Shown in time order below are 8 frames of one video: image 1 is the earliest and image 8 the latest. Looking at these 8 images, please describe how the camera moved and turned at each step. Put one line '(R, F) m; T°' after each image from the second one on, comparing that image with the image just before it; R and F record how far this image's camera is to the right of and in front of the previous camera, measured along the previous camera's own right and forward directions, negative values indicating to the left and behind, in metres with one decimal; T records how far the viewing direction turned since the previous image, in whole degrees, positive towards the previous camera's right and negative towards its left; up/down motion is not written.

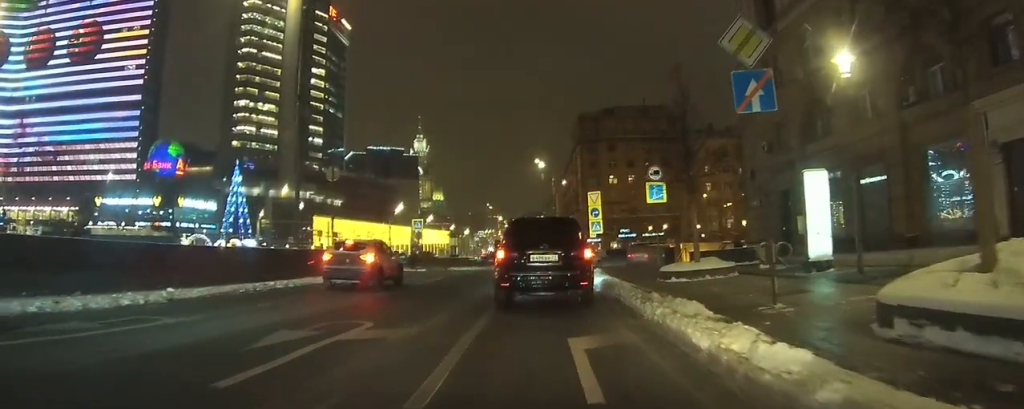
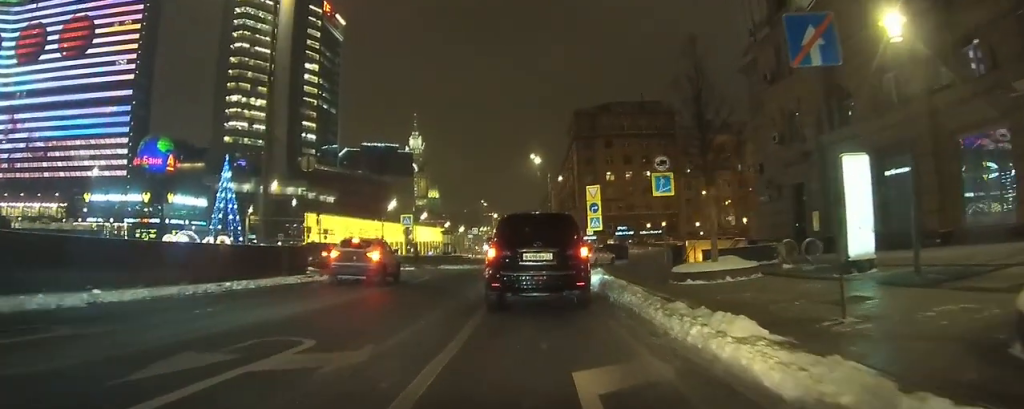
(-0.1, +2.3) m; -3°
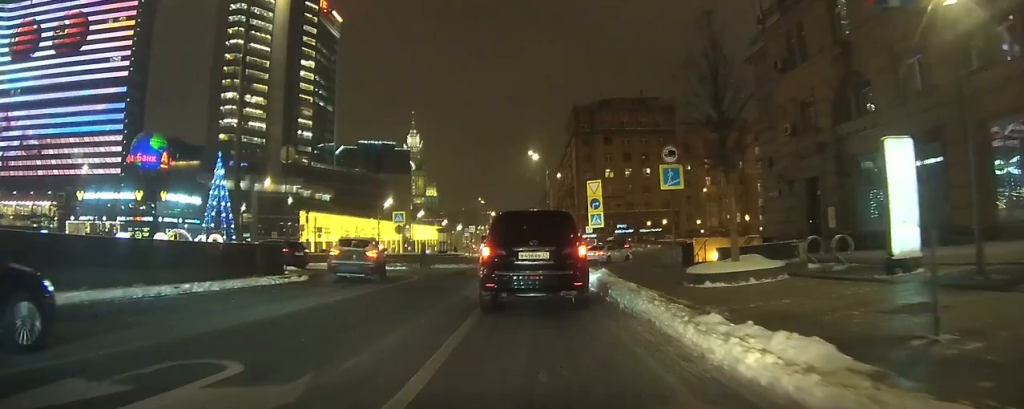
(-0.1, +1.8) m; 0°
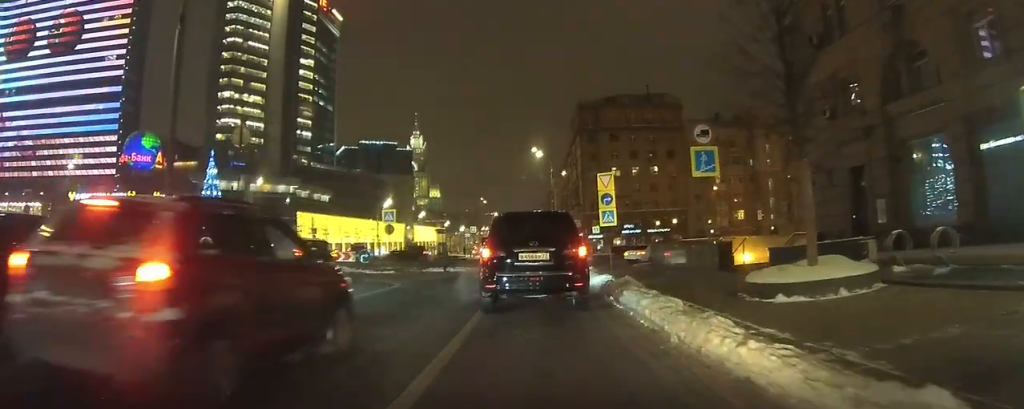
(+0.2, +3.9) m; +3°
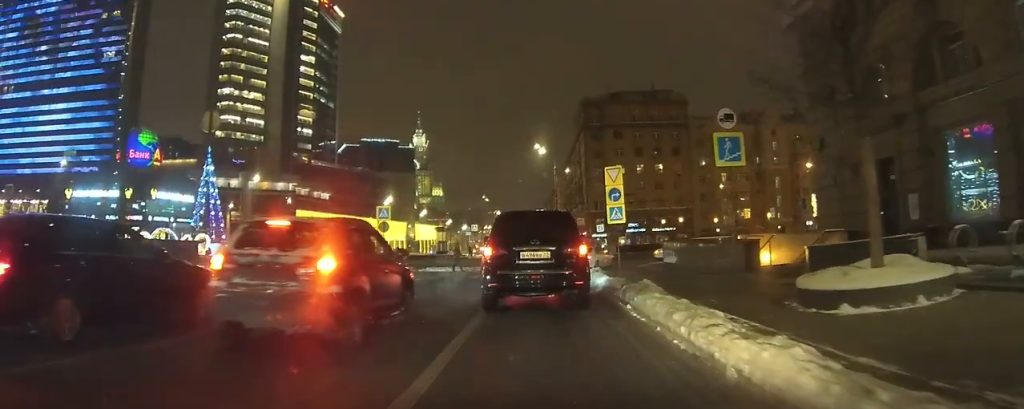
(0.0, +2.0) m; 0°
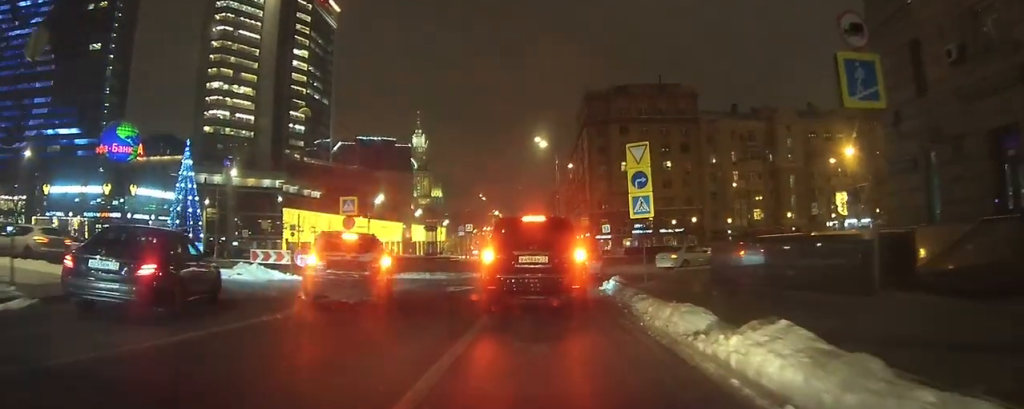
(0.0, +6.1) m; 0°
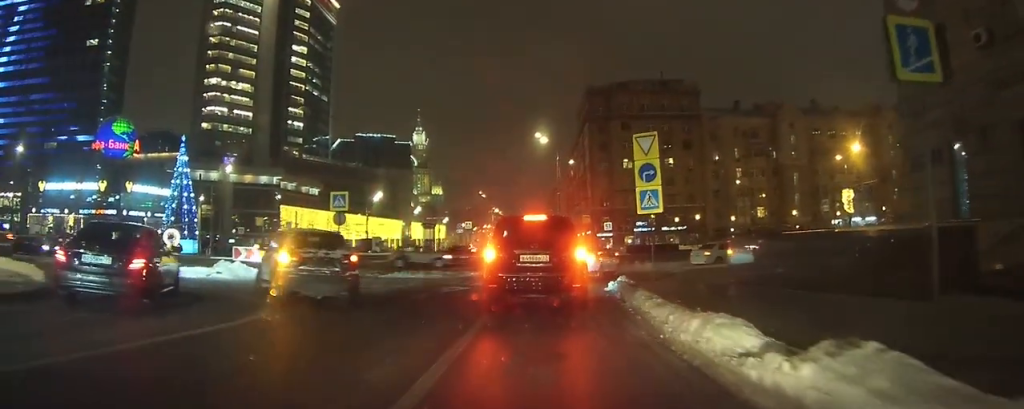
(0.0, +1.2) m; +1°
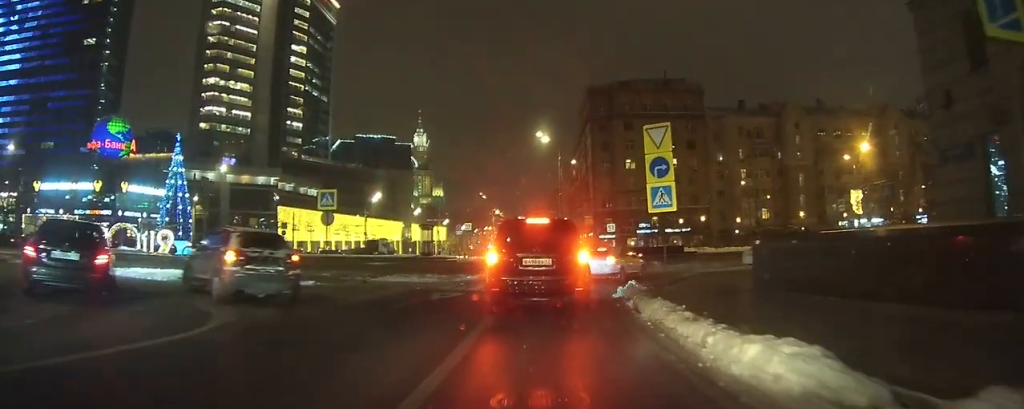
(0.0, +1.4) m; +1°
